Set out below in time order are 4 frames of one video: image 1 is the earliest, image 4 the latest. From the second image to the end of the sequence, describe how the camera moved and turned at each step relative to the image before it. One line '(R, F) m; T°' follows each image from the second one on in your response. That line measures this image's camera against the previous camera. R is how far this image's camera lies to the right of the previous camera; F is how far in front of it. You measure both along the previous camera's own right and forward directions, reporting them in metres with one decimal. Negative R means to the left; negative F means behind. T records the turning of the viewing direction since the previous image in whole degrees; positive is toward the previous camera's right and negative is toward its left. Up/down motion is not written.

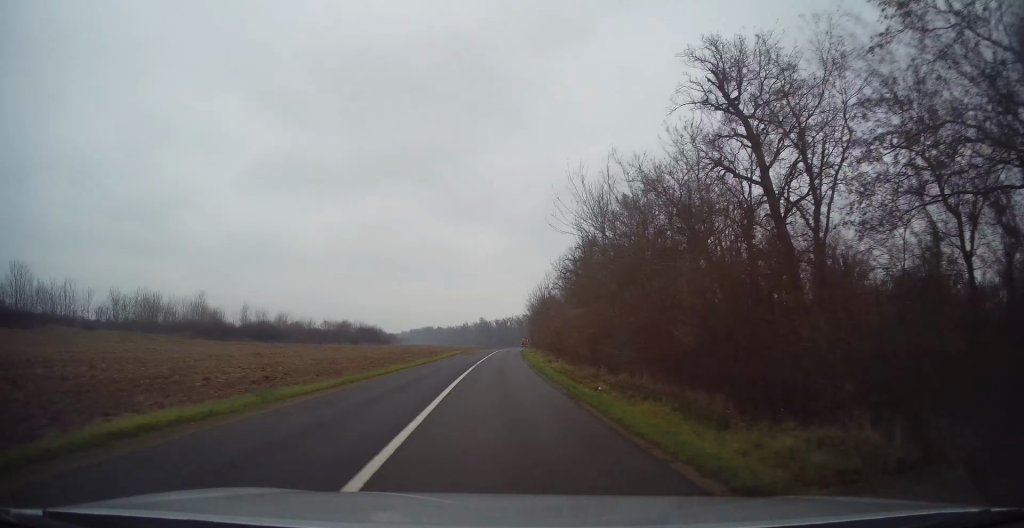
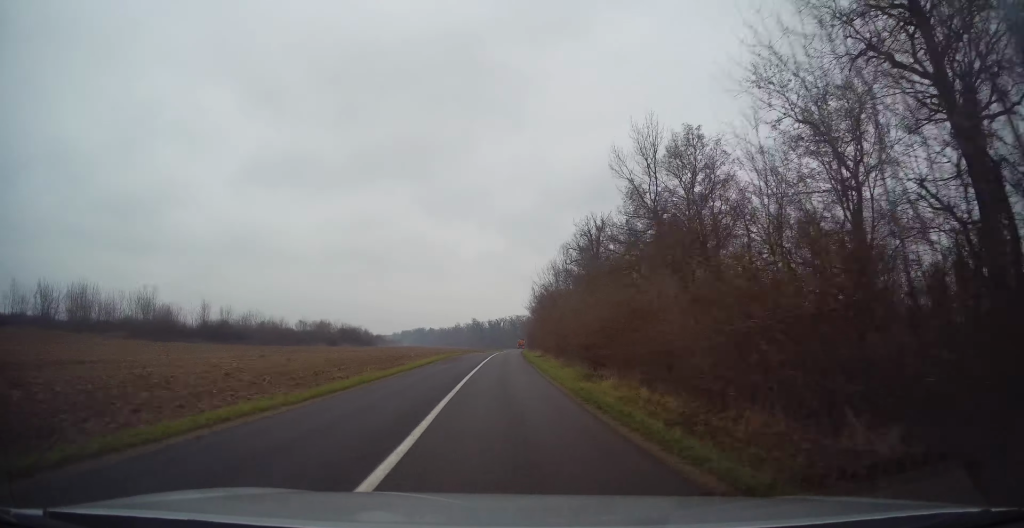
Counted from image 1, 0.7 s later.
(+0.2, +15.8) m; +1°
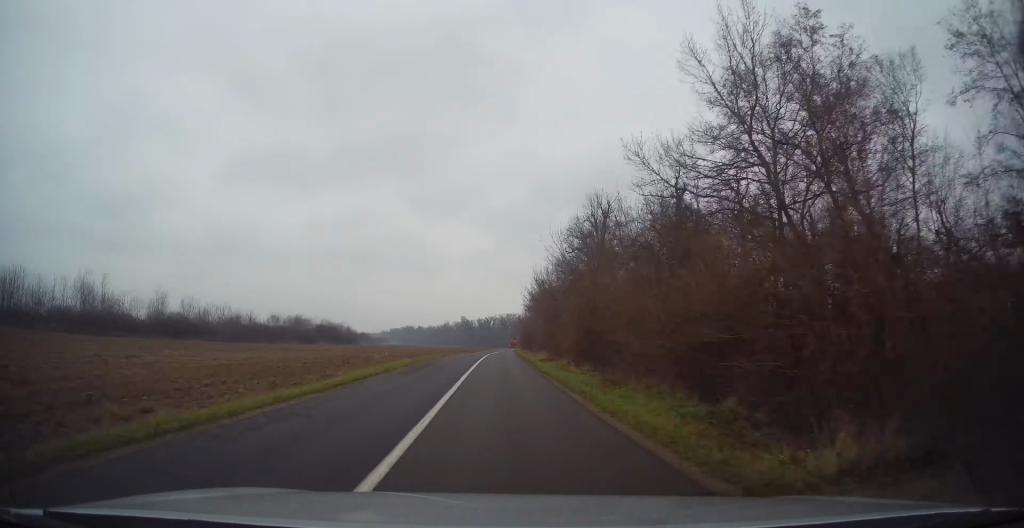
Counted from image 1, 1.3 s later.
(+0.1, +12.4) m; +1°
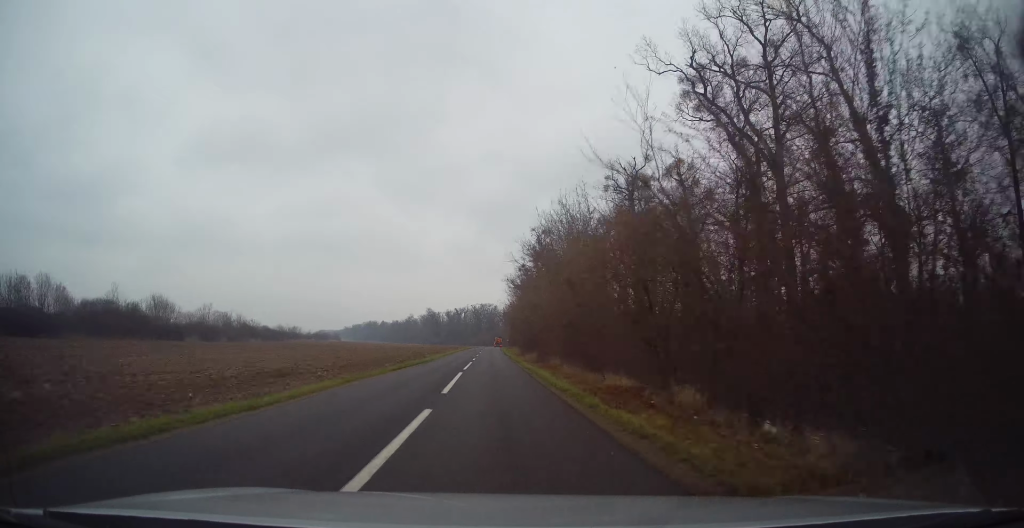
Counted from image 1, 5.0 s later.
(+3.2, +83.8) m; +4°
